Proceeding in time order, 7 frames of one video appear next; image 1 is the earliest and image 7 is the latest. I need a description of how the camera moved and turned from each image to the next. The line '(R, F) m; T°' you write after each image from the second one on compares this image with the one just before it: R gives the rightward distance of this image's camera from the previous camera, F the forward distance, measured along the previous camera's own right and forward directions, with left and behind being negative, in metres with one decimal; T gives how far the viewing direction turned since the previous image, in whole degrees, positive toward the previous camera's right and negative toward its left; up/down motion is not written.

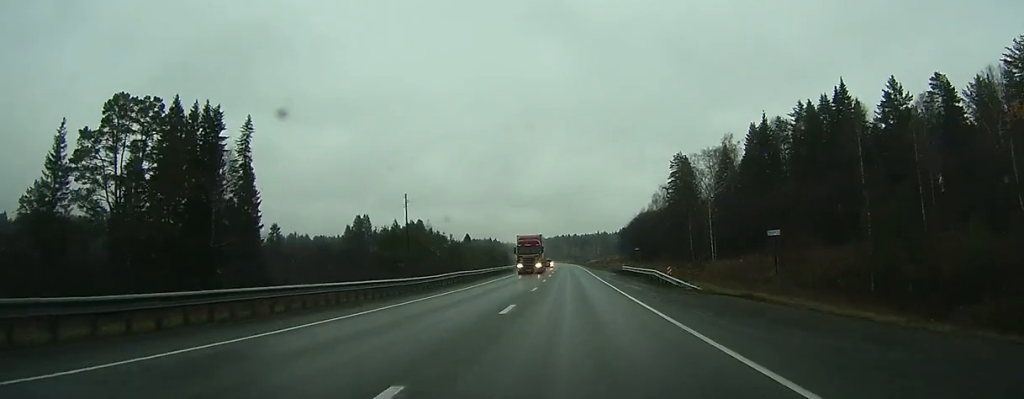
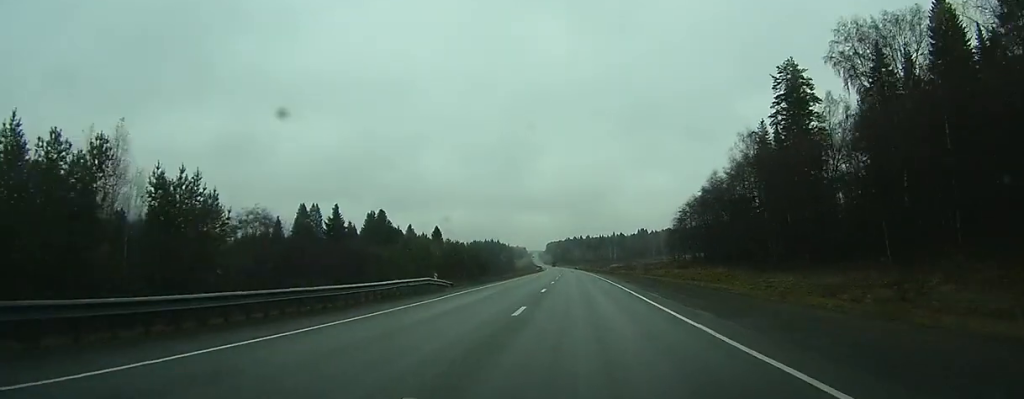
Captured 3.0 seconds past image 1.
(-0.9, +79.9) m; -1°
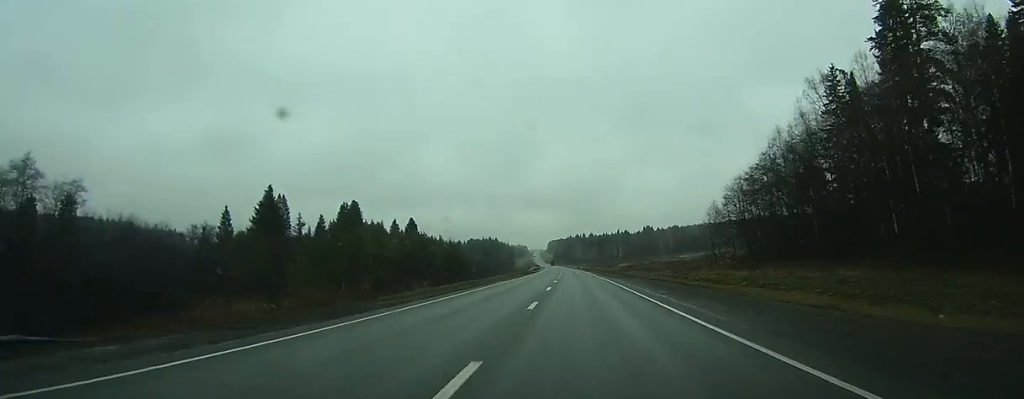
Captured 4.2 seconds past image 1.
(-0.1, +32.1) m; 0°
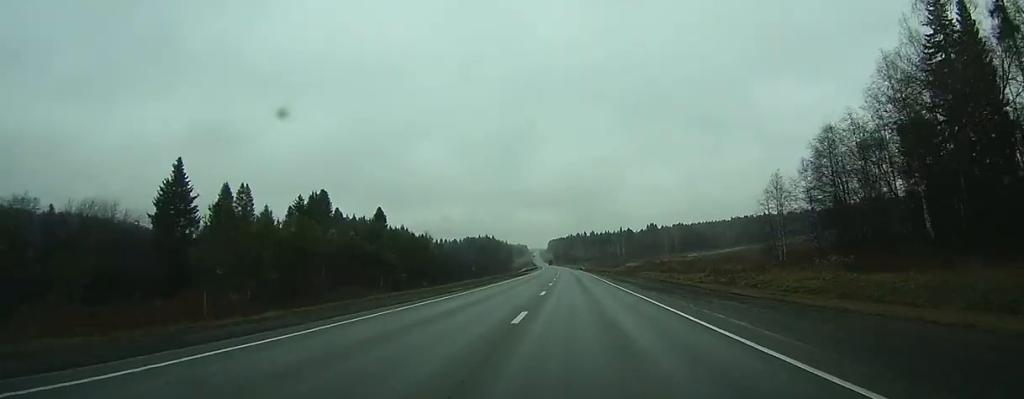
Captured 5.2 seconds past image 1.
(0.0, +28.1) m; 0°
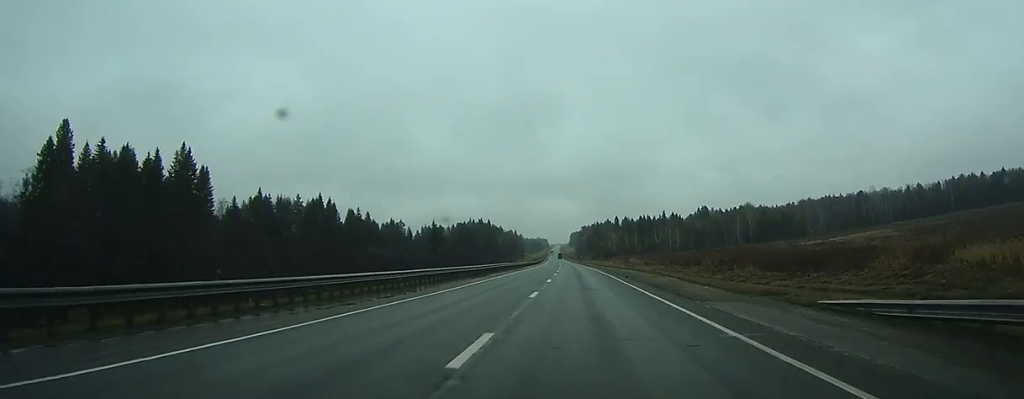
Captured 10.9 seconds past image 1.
(-2.8, +165.4) m; -2°
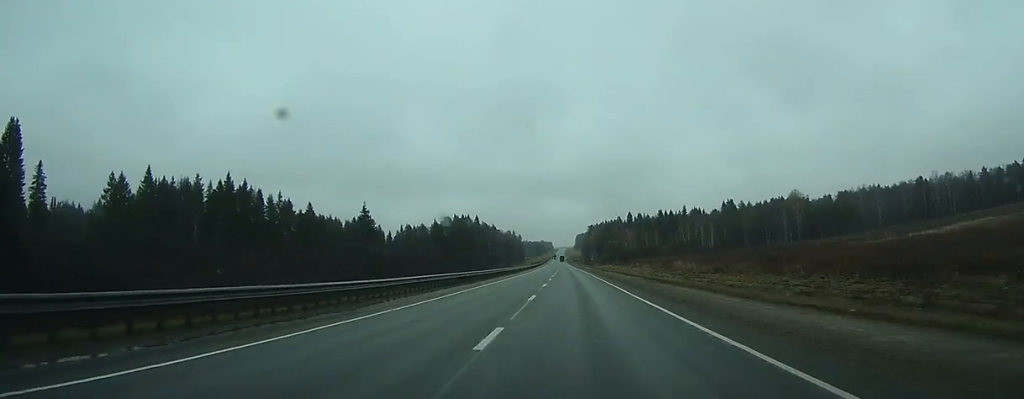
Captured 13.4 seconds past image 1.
(-0.5, +67.0) m; -1°
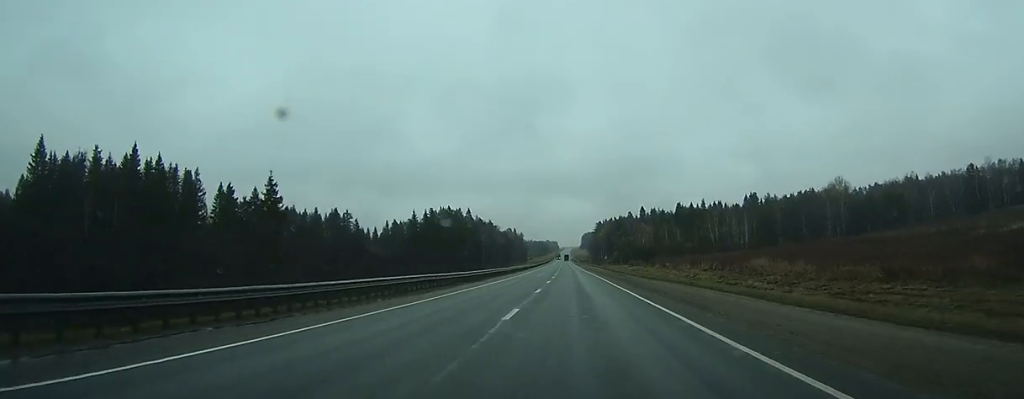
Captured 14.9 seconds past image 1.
(0.0, +42.2) m; 0°
